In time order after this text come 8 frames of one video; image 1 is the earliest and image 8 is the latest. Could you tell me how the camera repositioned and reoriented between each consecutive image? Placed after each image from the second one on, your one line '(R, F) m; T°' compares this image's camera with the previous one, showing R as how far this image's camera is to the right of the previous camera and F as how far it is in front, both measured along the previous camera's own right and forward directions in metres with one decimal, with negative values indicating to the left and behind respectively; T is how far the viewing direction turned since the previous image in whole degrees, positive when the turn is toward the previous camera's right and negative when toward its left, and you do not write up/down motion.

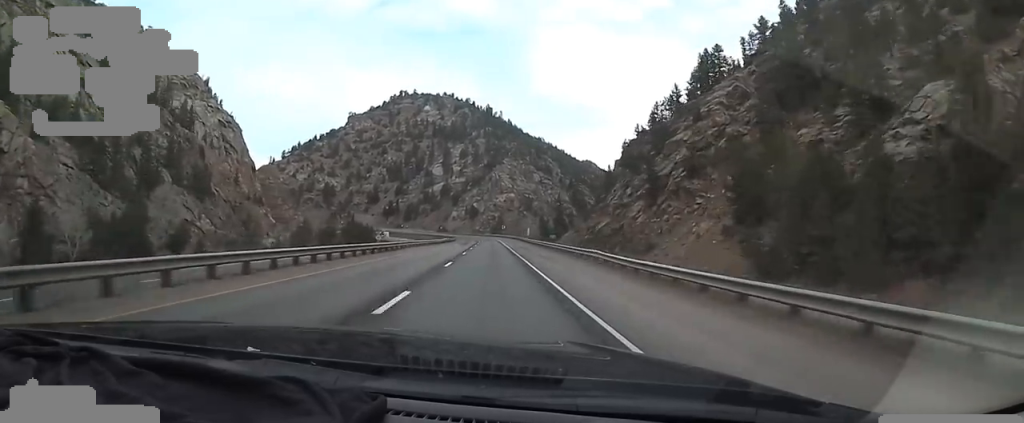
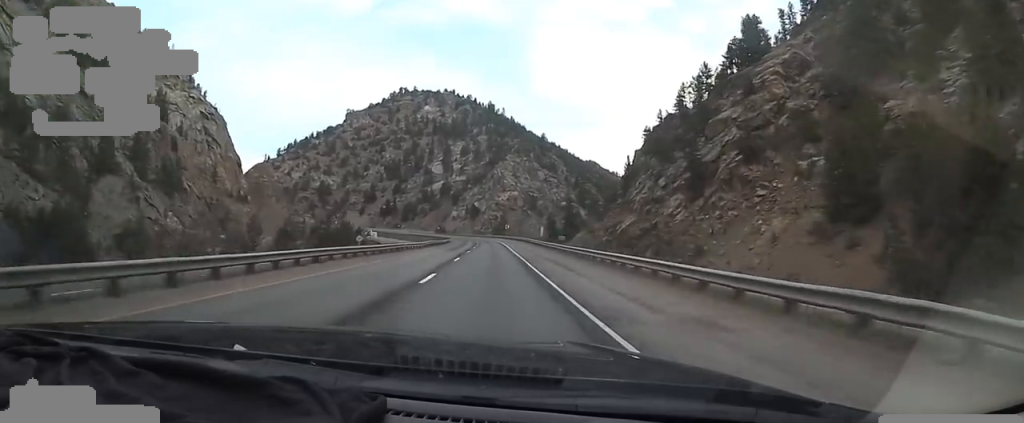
(0.0, +18.8) m; 0°
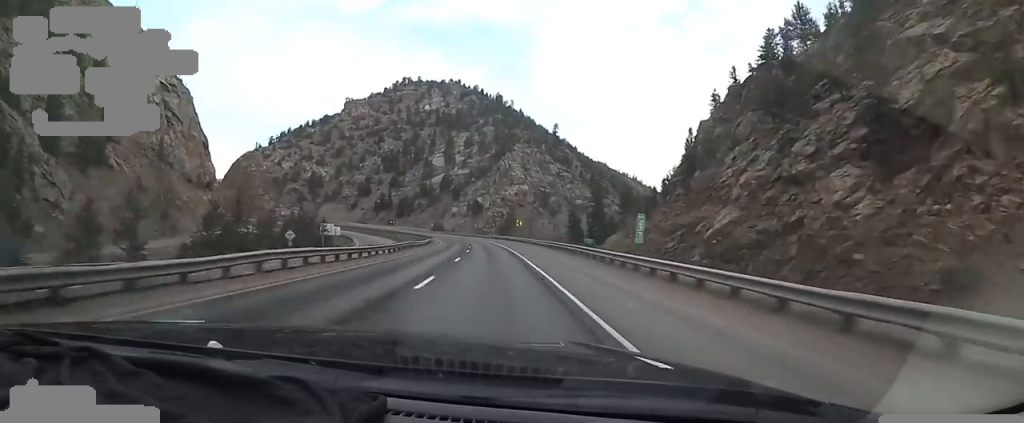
(0.0, +37.4) m; 0°
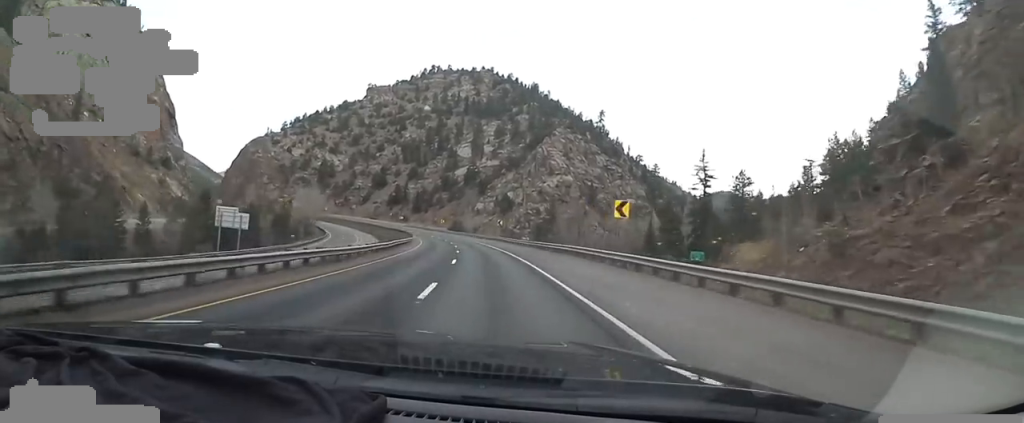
(-0.7, +49.8) m; -5°
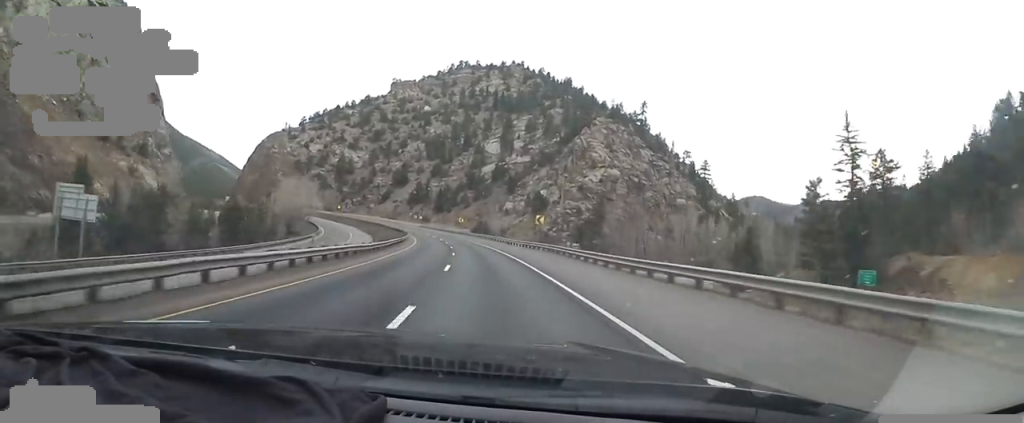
(-1.4, +28.1) m; -4°
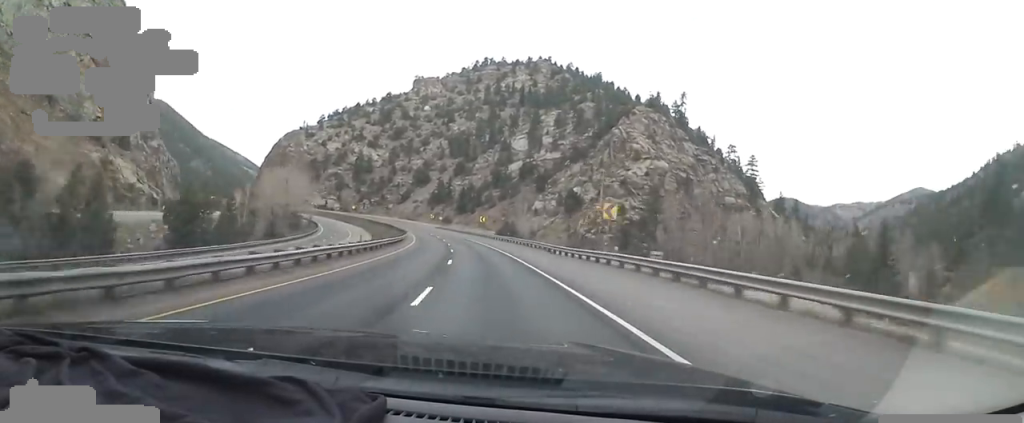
(-0.5, +21.0) m; -1°
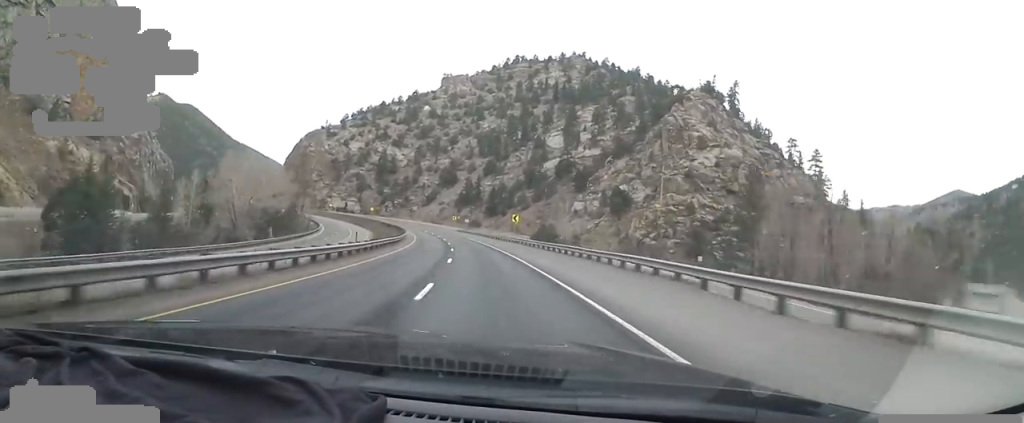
(-0.1, +24.3) m; -2°
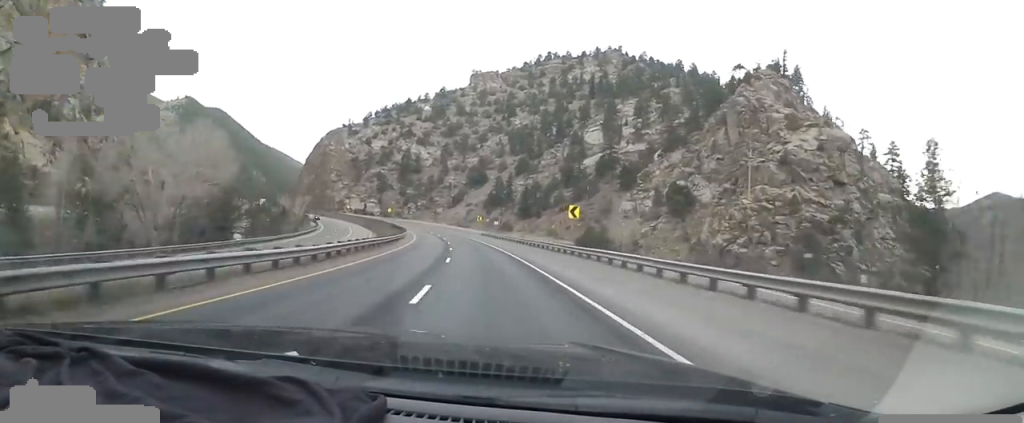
(-0.4, +25.2) m; -3°
